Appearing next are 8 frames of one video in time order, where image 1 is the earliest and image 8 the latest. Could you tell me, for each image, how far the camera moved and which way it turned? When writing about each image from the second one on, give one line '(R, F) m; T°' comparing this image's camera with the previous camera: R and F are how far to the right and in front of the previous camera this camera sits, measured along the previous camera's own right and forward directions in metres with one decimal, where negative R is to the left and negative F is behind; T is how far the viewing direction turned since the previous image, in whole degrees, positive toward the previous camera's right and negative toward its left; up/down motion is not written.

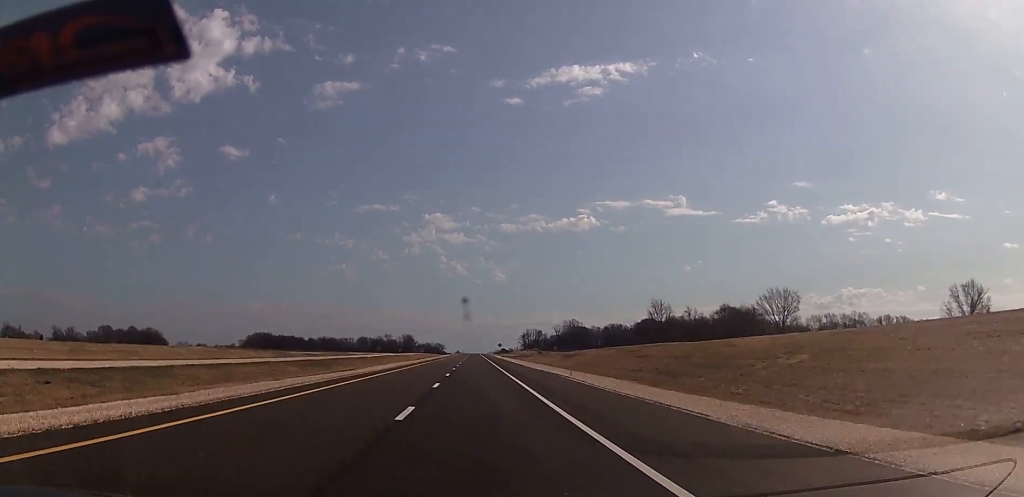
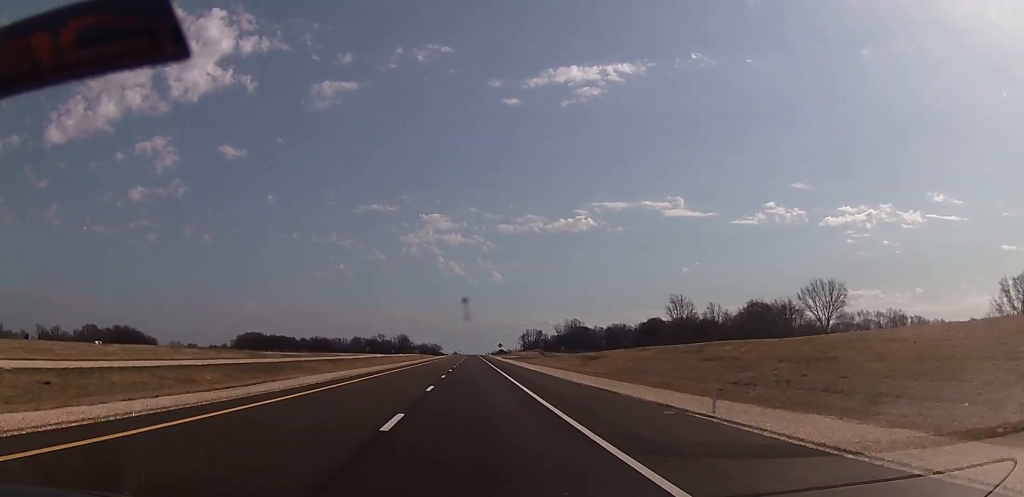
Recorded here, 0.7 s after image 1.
(+0.2, +26.0) m; 0°
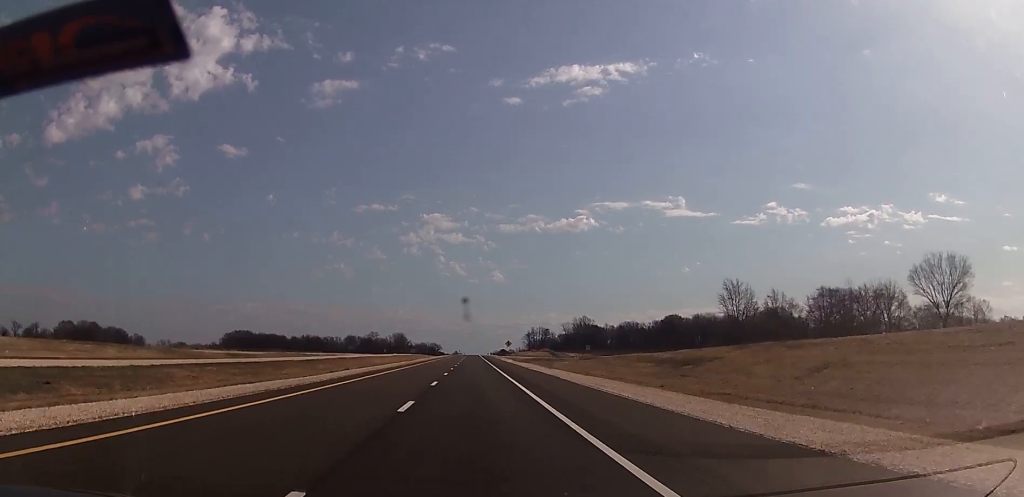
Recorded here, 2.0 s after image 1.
(-0.4, +45.0) m; -1°
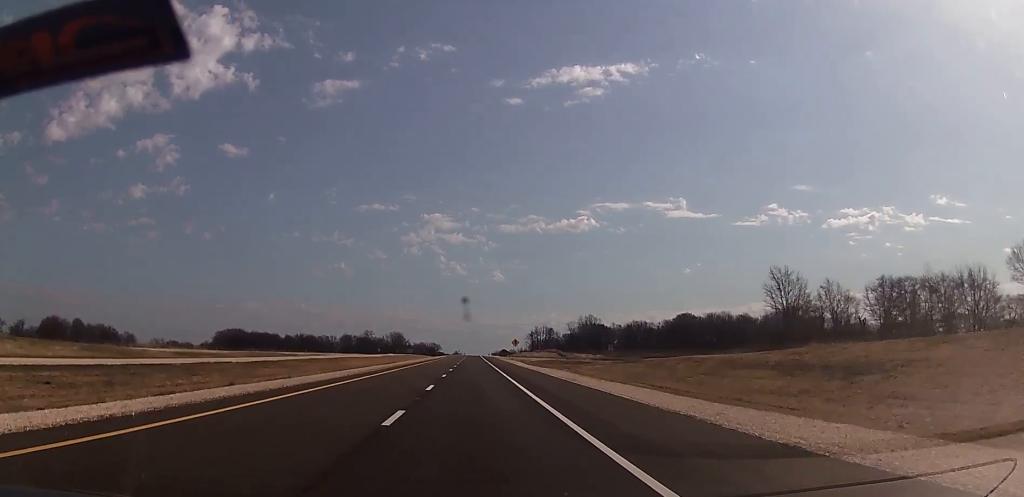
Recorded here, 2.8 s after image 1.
(-0.2, +27.3) m; 0°
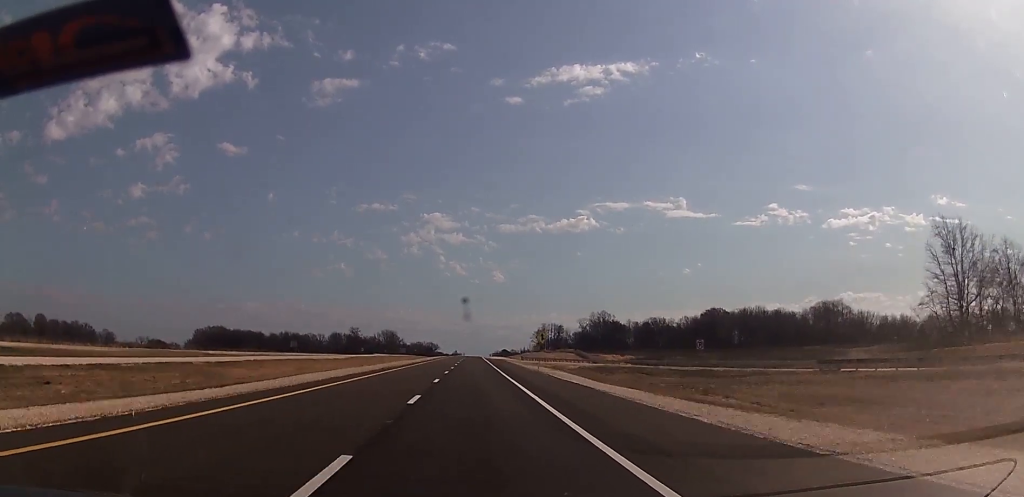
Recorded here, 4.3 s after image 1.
(+0.7, +55.7) m; +1°
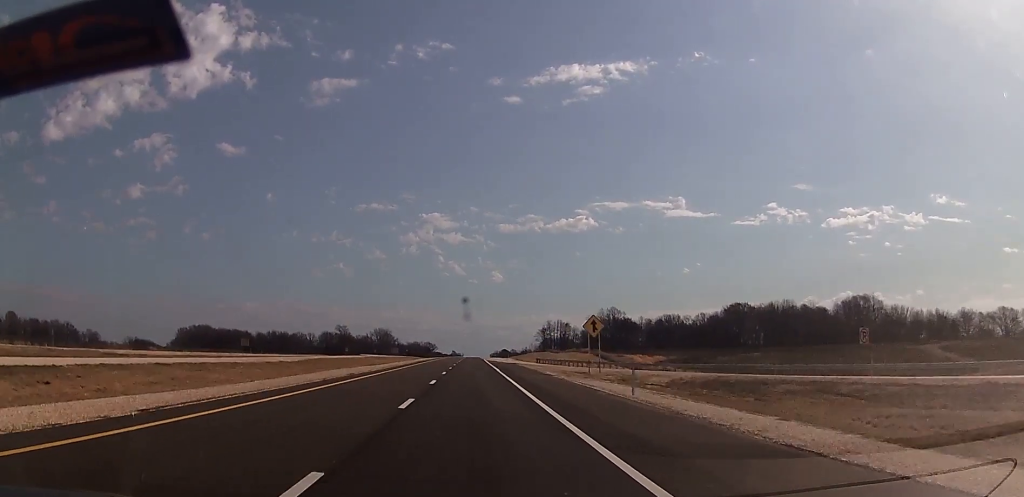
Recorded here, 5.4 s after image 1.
(0.0, +37.8) m; -1°
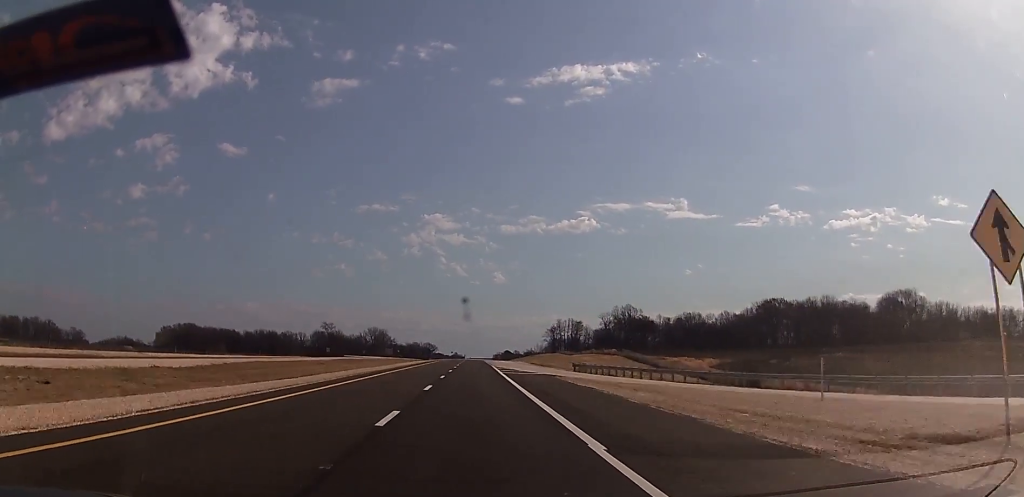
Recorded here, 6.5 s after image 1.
(-0.5, +40.3) m; 0°
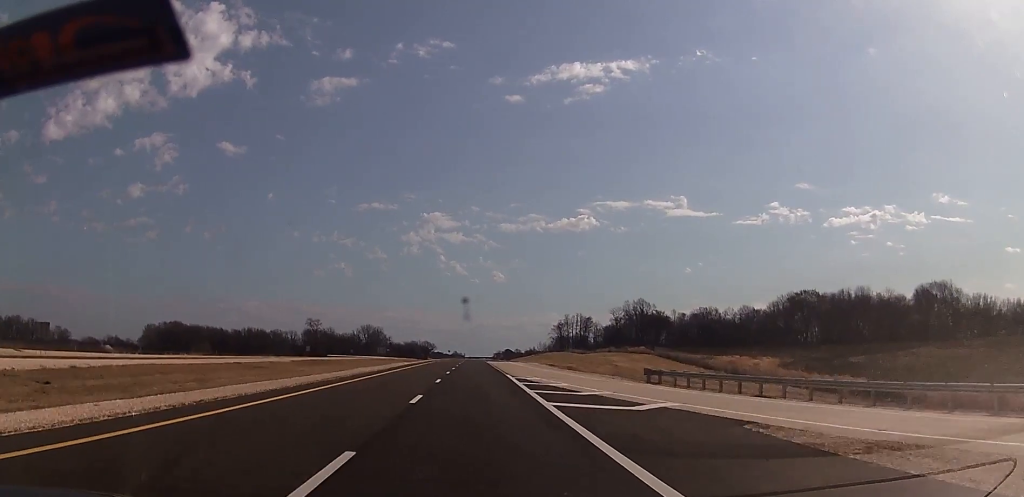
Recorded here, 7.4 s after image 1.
(+0.4, +30.9) m; 0°
